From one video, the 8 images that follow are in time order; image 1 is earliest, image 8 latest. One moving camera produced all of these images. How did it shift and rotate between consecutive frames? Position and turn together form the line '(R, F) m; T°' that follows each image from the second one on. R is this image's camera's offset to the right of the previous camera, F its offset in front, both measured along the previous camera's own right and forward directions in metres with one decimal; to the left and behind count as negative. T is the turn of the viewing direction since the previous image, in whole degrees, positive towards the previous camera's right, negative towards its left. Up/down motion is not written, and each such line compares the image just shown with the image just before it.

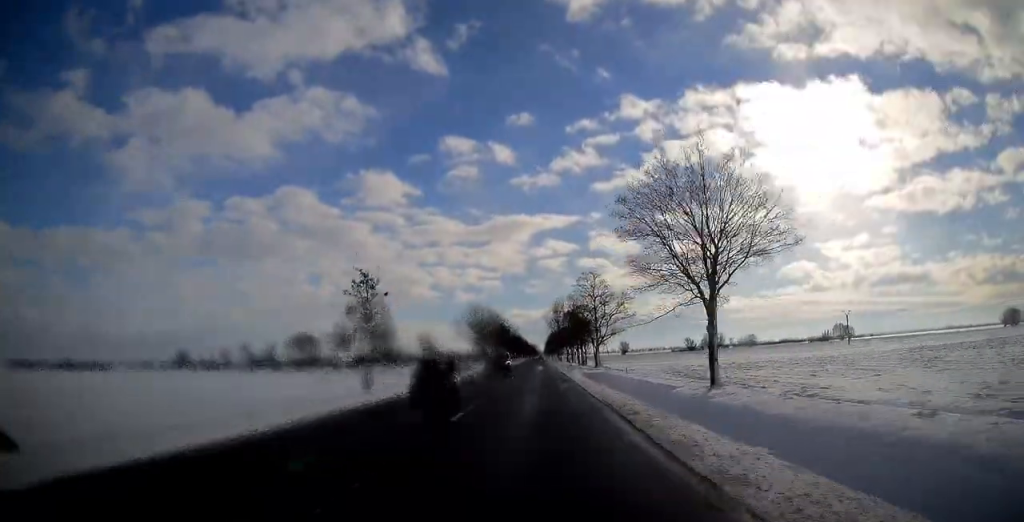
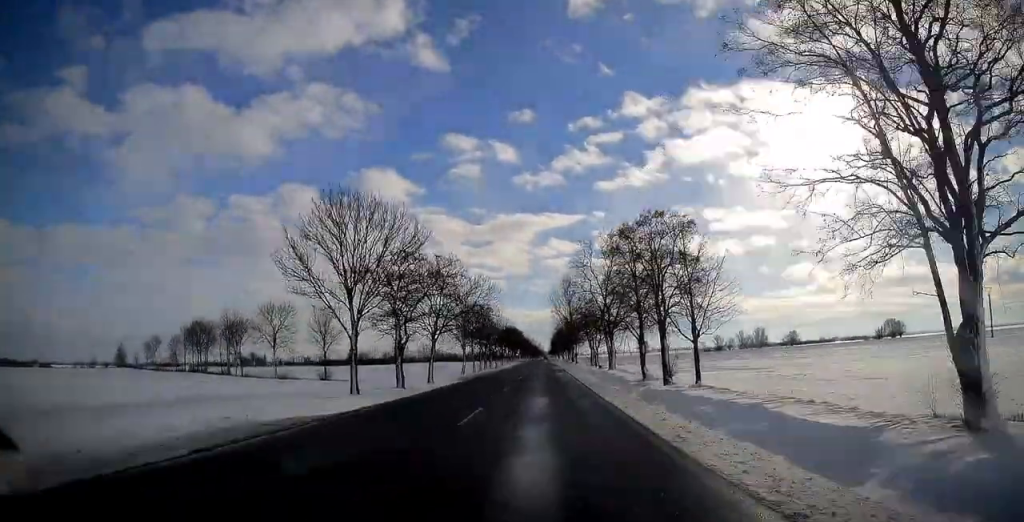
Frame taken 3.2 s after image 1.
(-0.4, +73.8) m; 0°
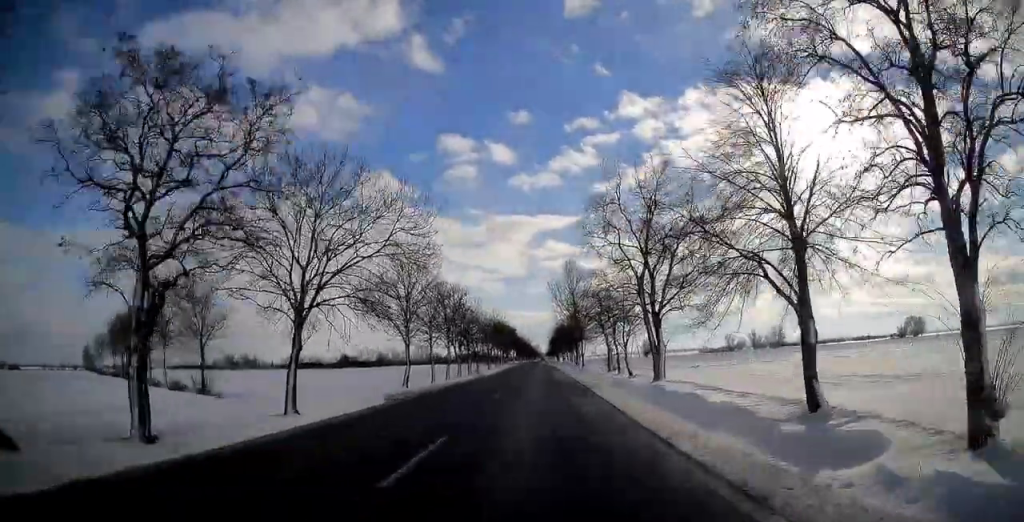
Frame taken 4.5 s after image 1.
(+0.1, +30.1) m; 0°
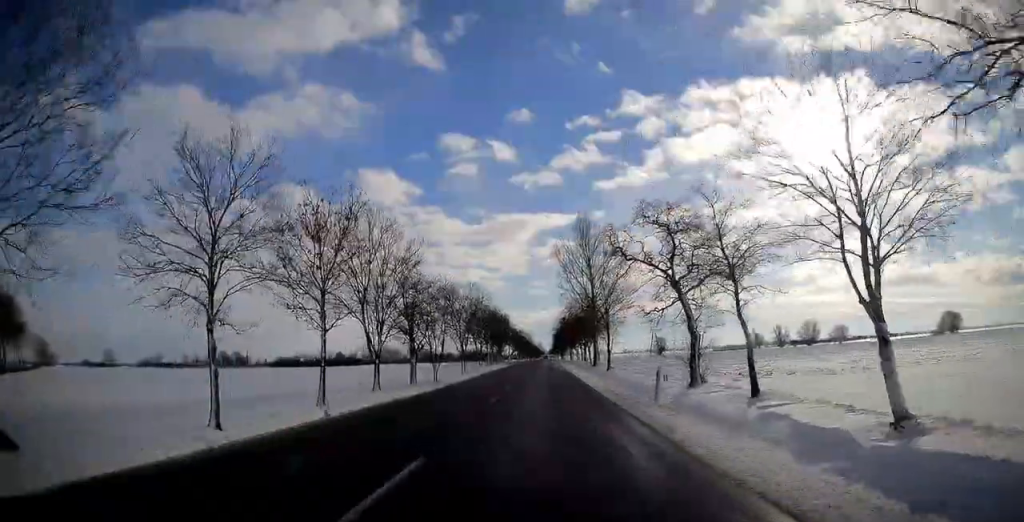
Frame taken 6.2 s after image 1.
(0.0, +38.6) m; 0°
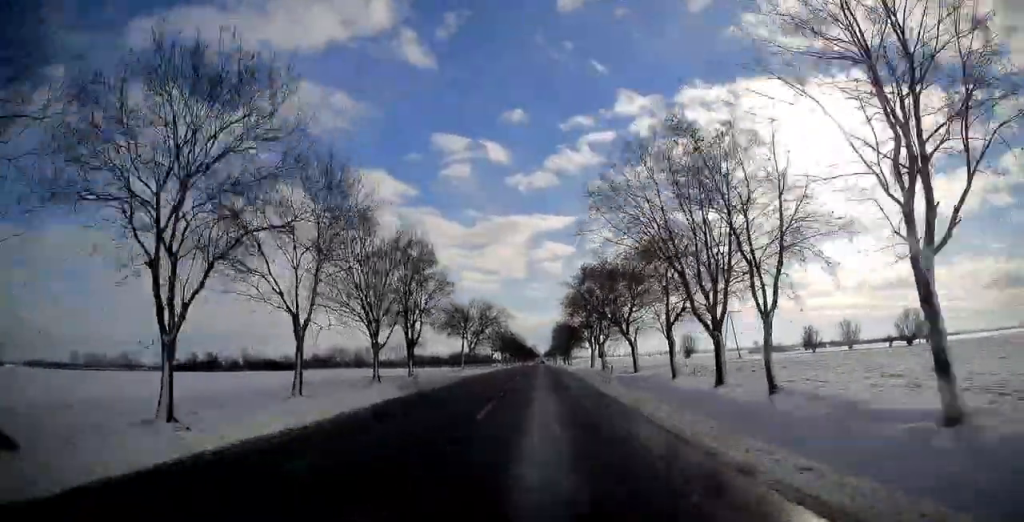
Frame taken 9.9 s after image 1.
(0.0, +88.2) m; 0°
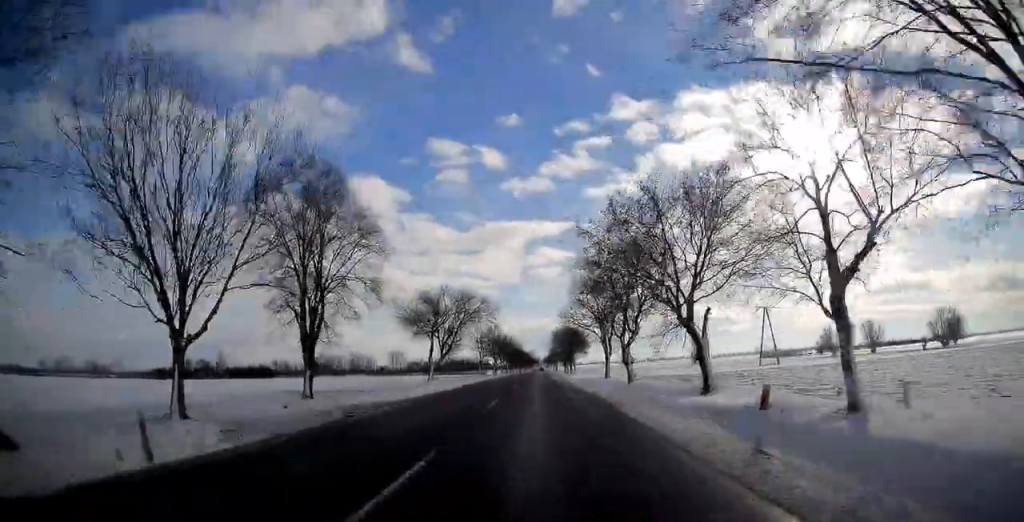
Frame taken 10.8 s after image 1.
(+0.1, +20.5) m; 0°
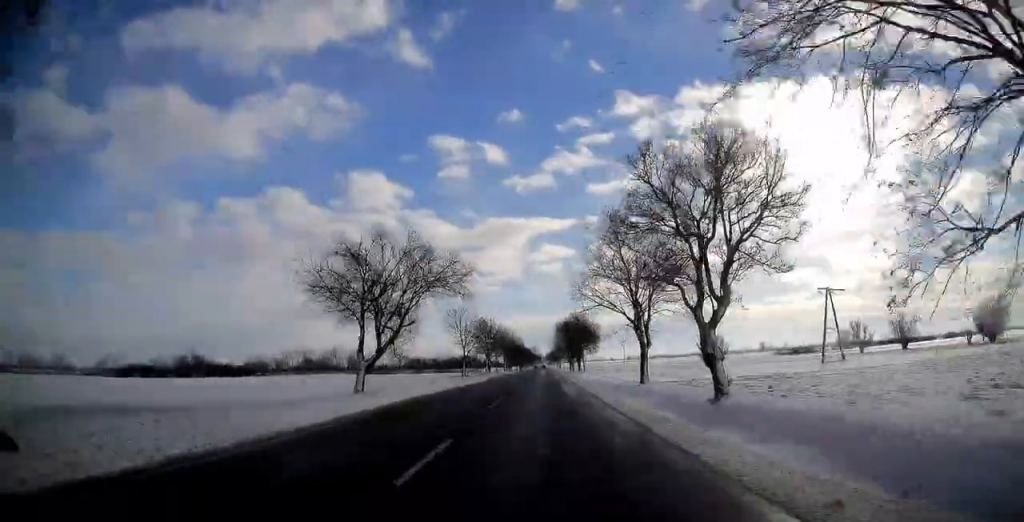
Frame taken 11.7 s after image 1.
(+0.1, +22.2) m; 0°
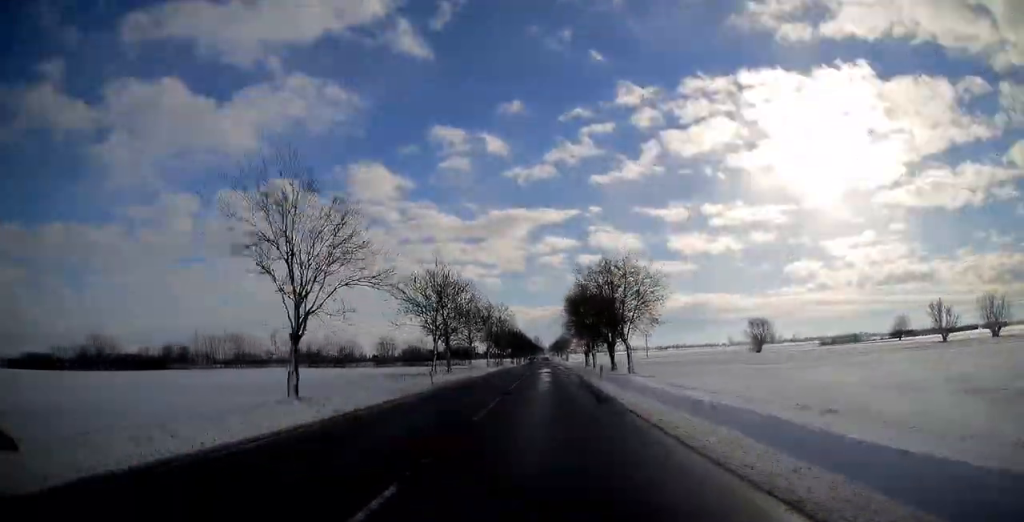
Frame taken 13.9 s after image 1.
(-0.1, +52.8) m; 0°
